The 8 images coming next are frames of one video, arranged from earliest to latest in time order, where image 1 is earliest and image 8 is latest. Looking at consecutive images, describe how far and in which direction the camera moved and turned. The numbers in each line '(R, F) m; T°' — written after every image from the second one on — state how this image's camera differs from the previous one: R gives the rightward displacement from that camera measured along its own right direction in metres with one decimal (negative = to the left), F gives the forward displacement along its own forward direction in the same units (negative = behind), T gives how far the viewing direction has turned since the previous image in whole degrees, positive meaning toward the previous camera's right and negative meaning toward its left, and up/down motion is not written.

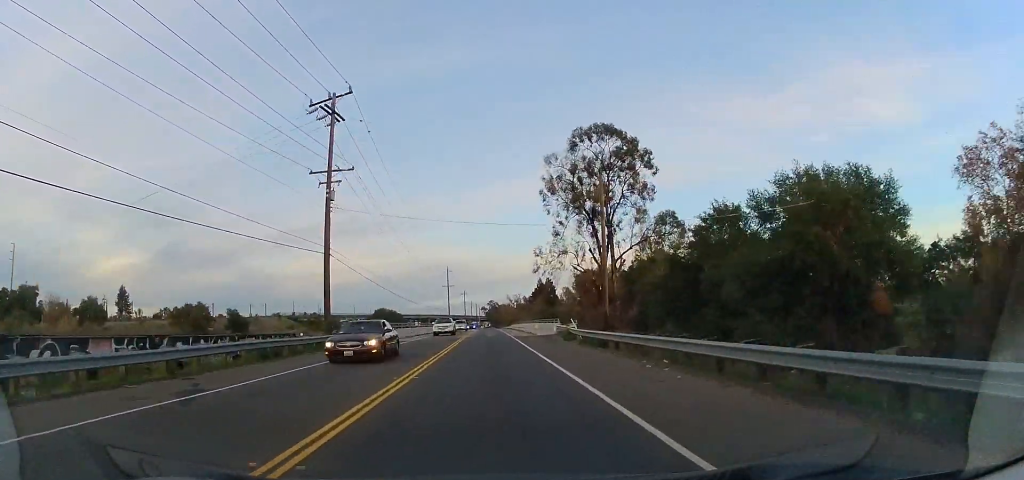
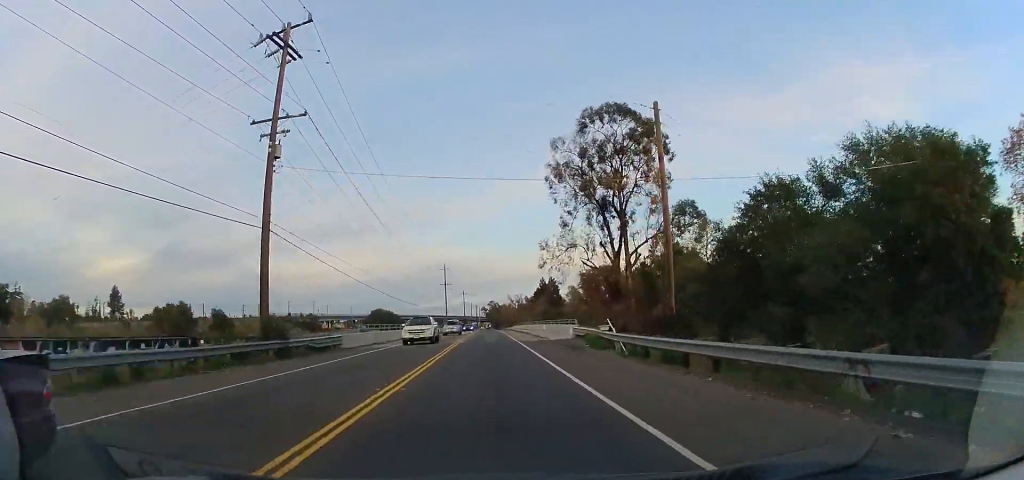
(0.0, +9.2) m; 0°
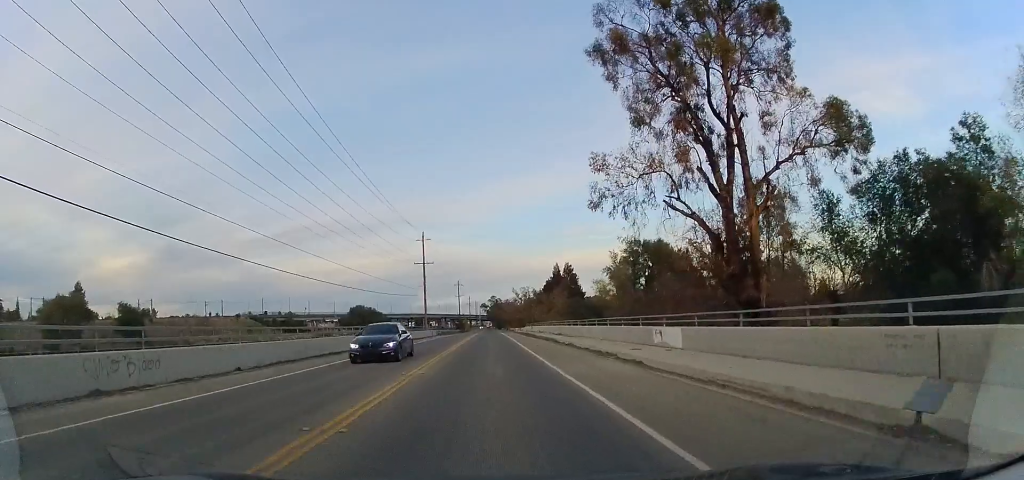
(+0.2, +40.5) m; -1°
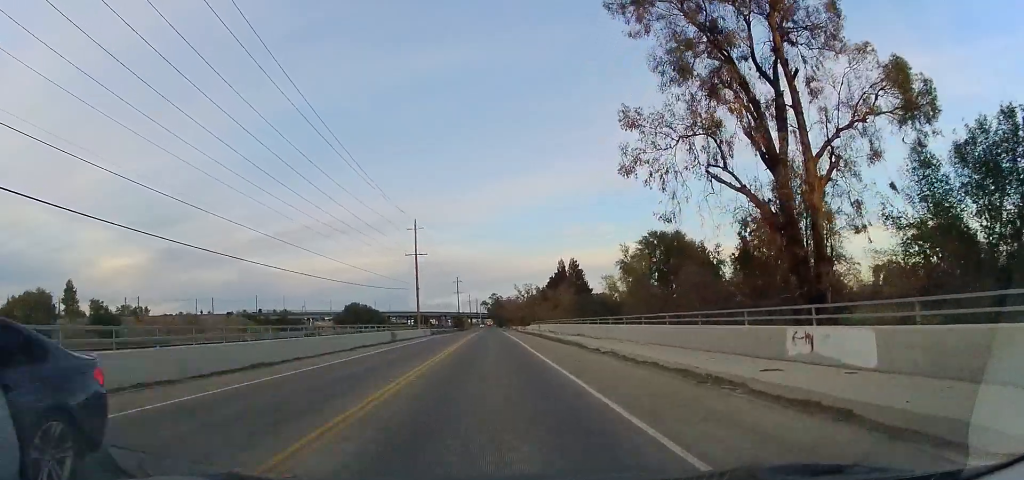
(-0.1, +9.2) m; 0°
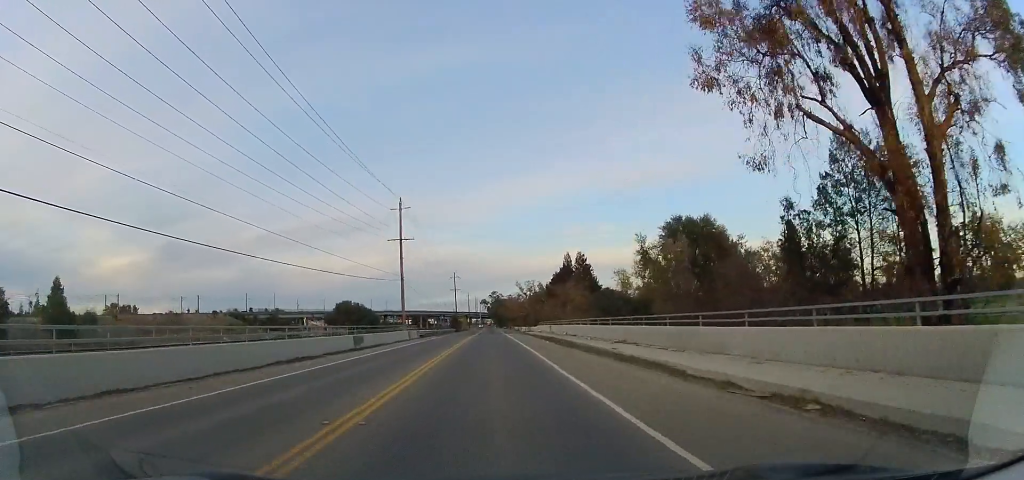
(-0.1, +12.1) m; 0°
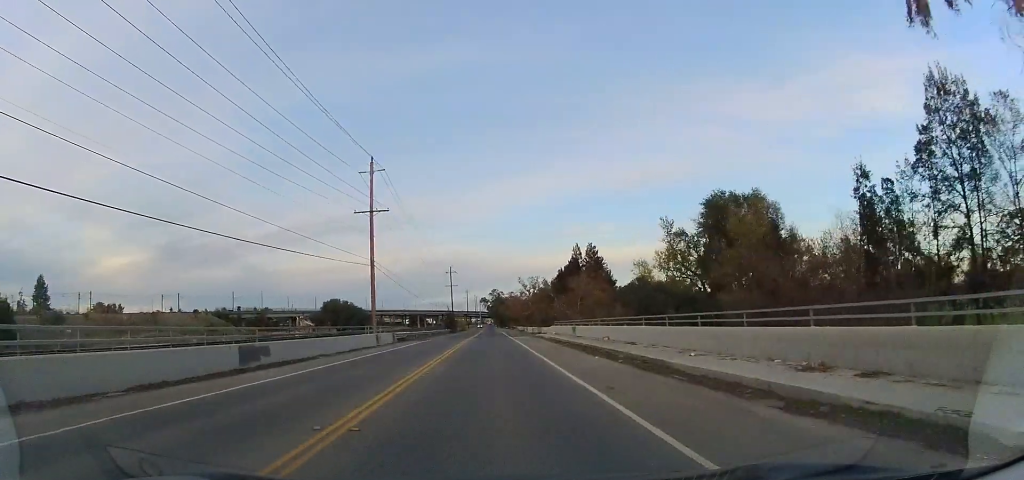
(0.0, +14.9) m; -1°
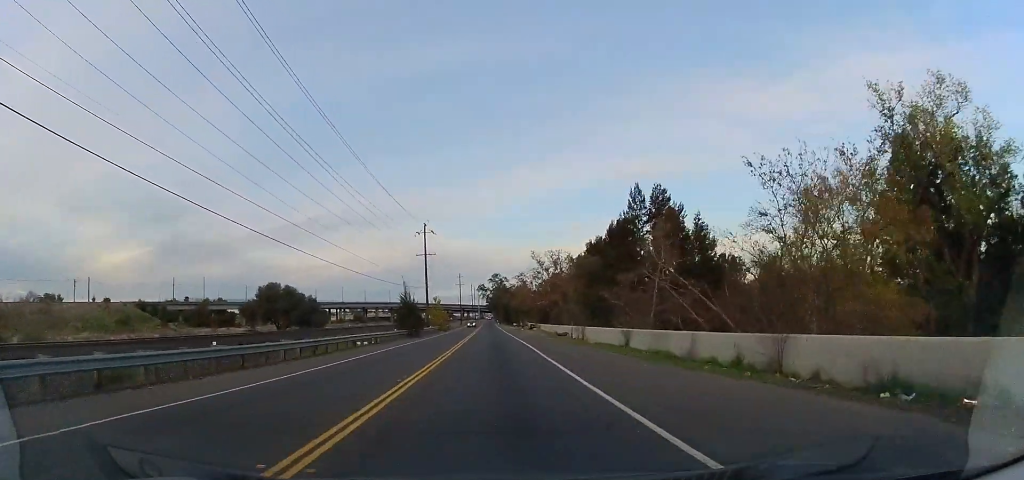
(+0.5, +52.5) m; +1°
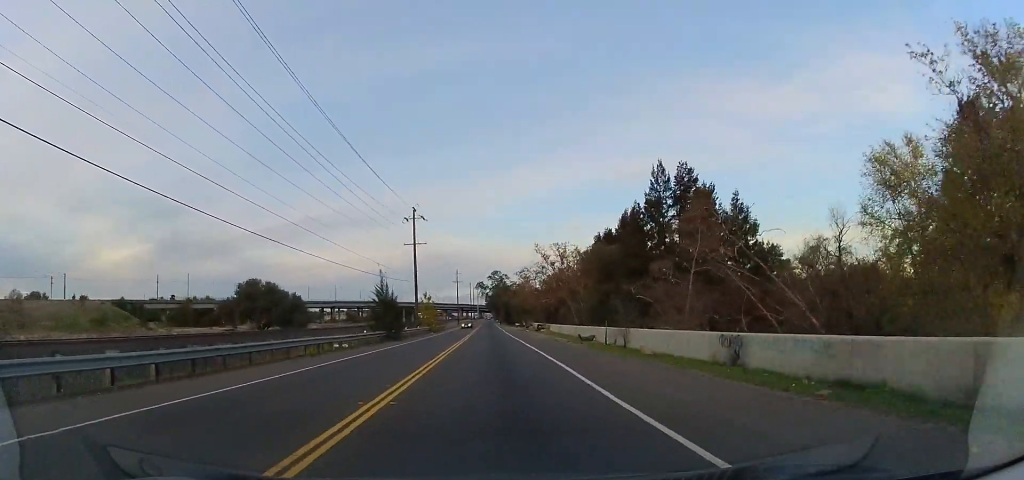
(-0.2, +10.8) m; 0°
